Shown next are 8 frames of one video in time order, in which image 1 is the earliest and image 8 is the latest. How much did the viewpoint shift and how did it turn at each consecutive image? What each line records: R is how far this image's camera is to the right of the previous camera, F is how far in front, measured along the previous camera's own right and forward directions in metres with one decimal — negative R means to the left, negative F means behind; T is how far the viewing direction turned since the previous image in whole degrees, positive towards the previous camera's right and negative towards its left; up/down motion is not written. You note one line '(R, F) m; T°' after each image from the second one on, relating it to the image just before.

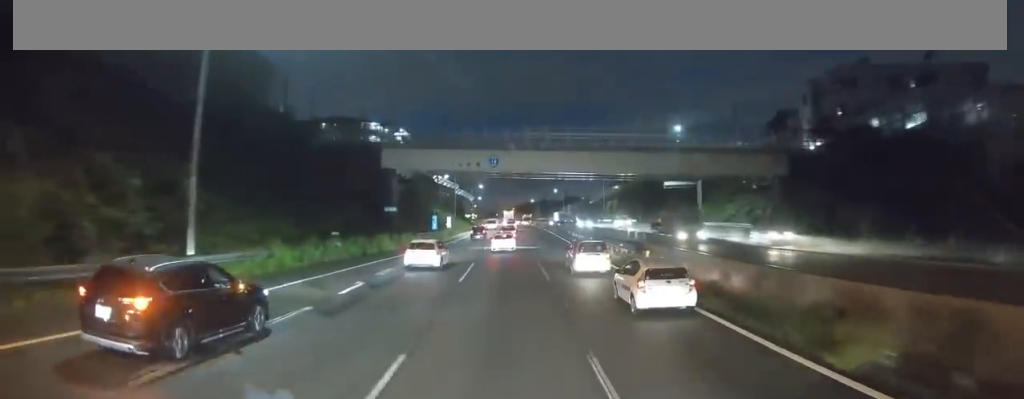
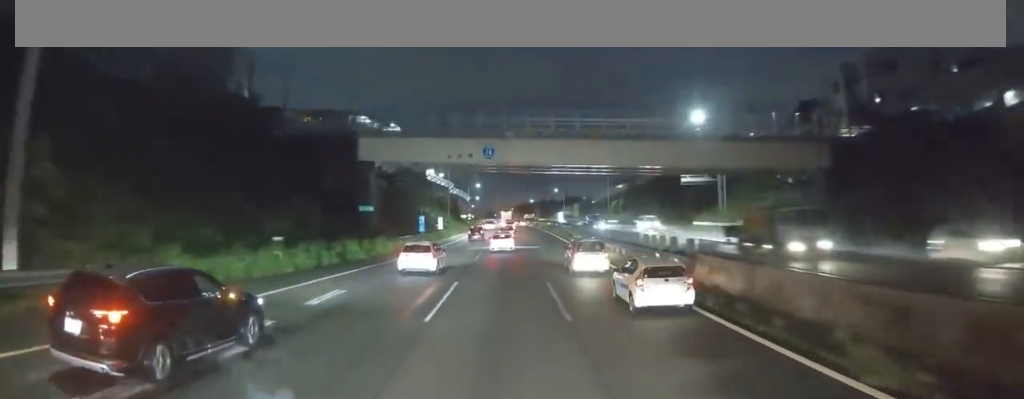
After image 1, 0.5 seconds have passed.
(-0.3, +8.5) m; 0°
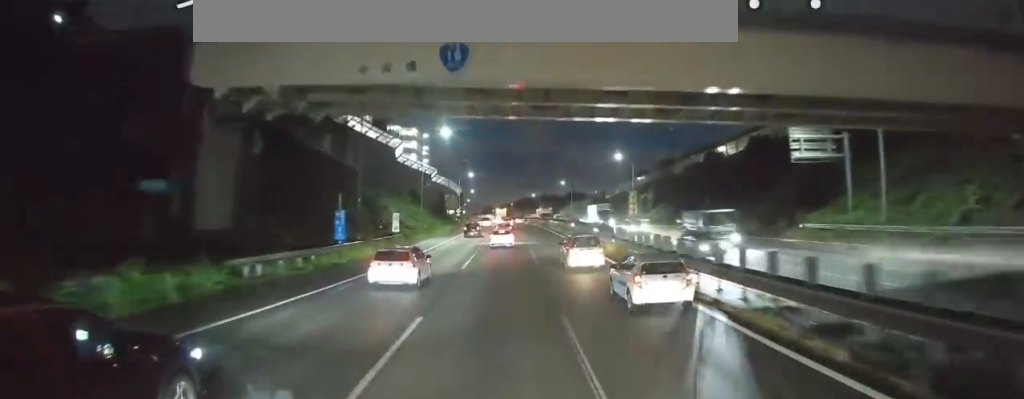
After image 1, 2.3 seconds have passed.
(+0.3, +27.8) m; 0°
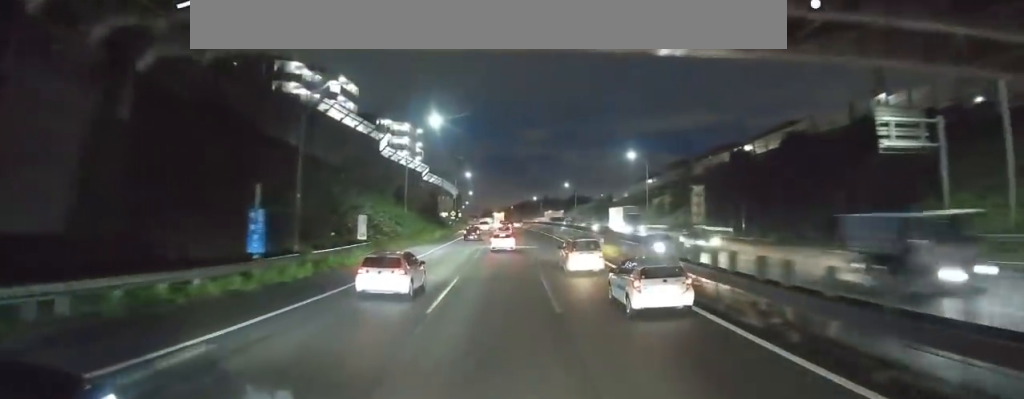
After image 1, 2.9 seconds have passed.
(+0.1, +10.8) m; 0°
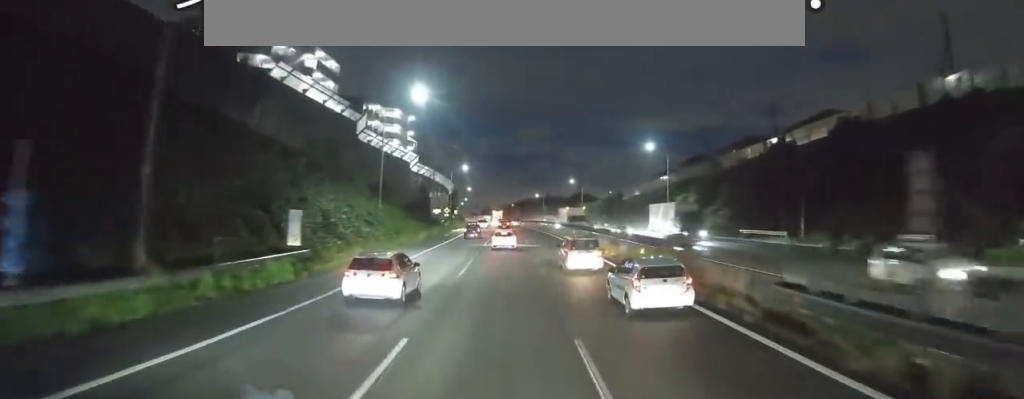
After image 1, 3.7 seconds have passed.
(+0.2, +11.9) m; 0°
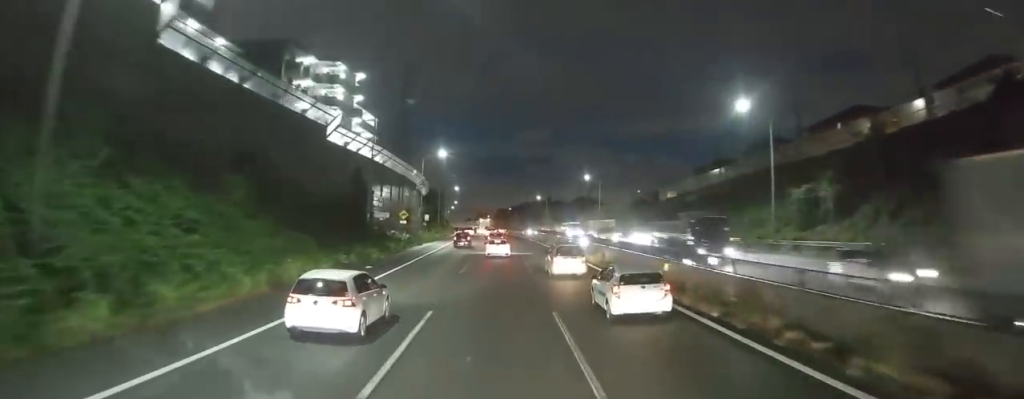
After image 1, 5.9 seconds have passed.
(0.0, +36.4) m; 0°
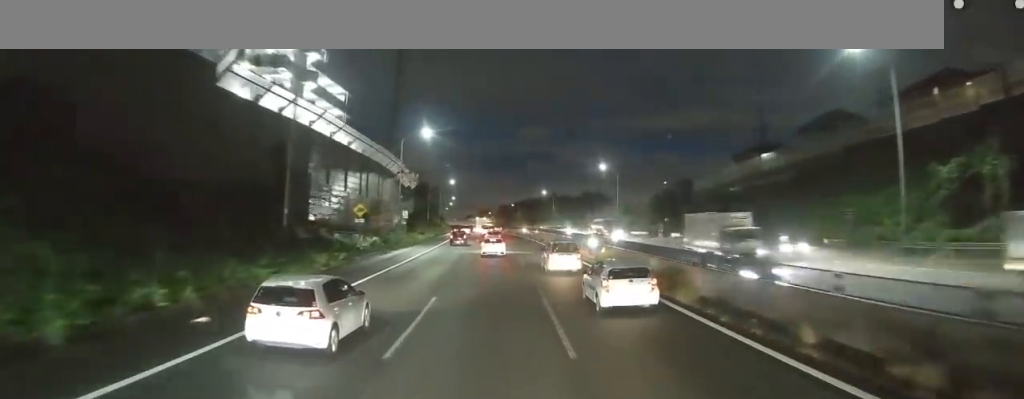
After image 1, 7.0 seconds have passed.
(0.0, +18.1) m; 0°
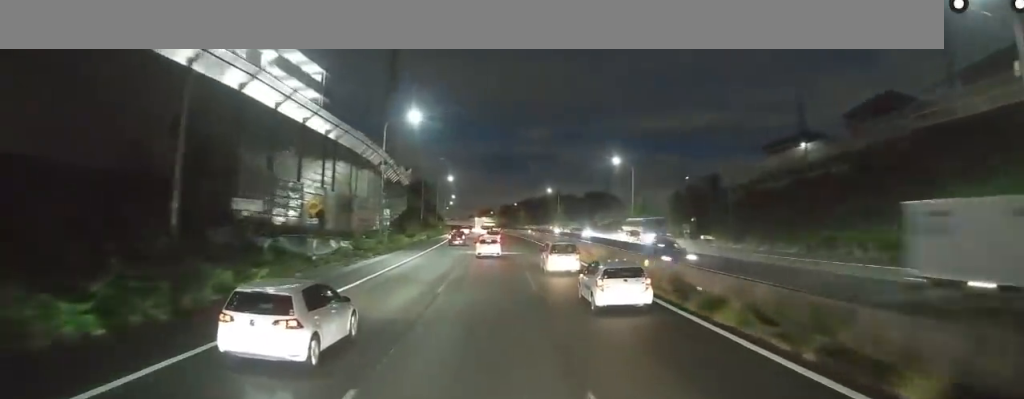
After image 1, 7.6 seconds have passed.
(+0.2, +10.5) m; -1°
